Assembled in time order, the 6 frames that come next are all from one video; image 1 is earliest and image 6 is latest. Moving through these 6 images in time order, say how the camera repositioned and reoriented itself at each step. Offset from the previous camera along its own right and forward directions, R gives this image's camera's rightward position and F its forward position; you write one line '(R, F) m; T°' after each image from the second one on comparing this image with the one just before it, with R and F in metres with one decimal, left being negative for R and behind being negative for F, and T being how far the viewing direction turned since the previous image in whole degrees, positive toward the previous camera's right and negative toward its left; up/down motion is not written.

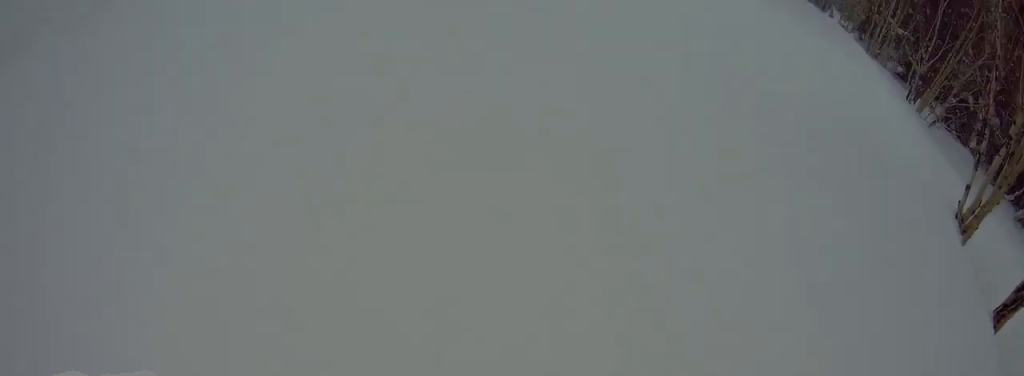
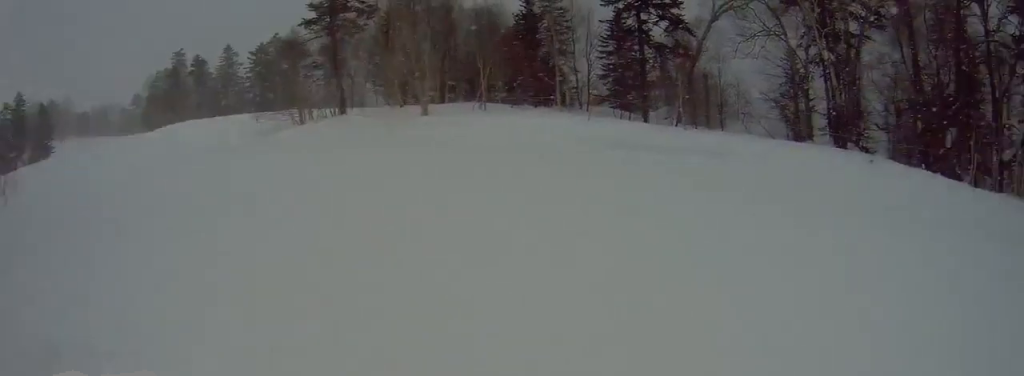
(-1.4, +8.5) m; -14°
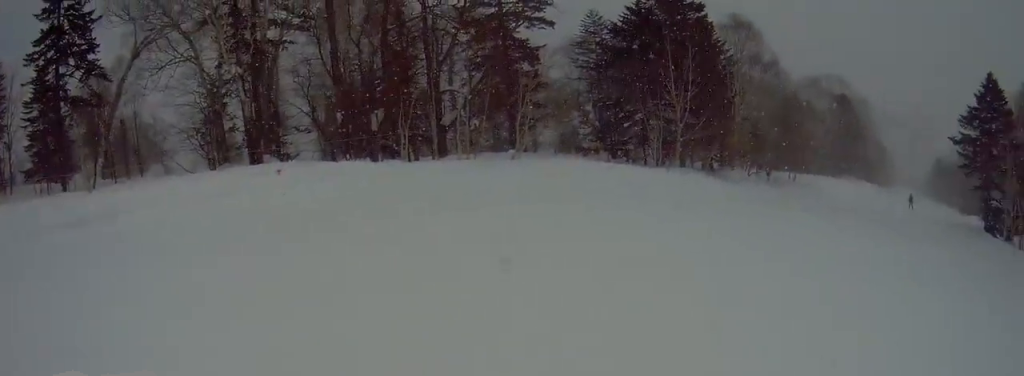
(0.0, +1.7) m; 0°
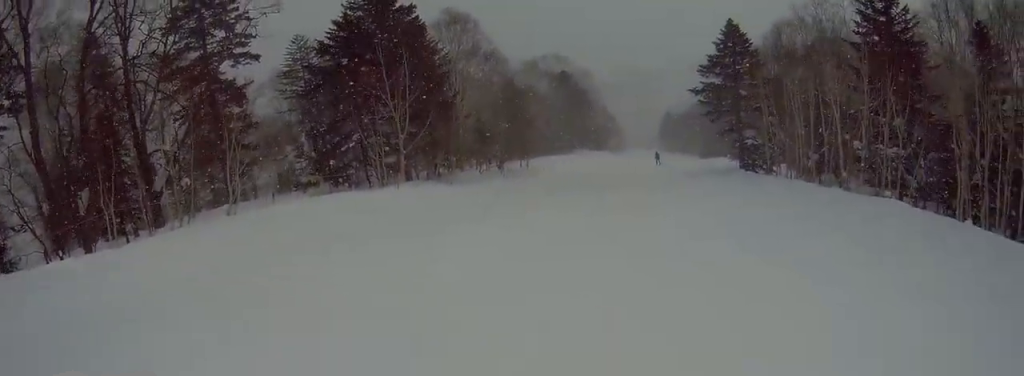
(0.0, +2.3) m; +16°
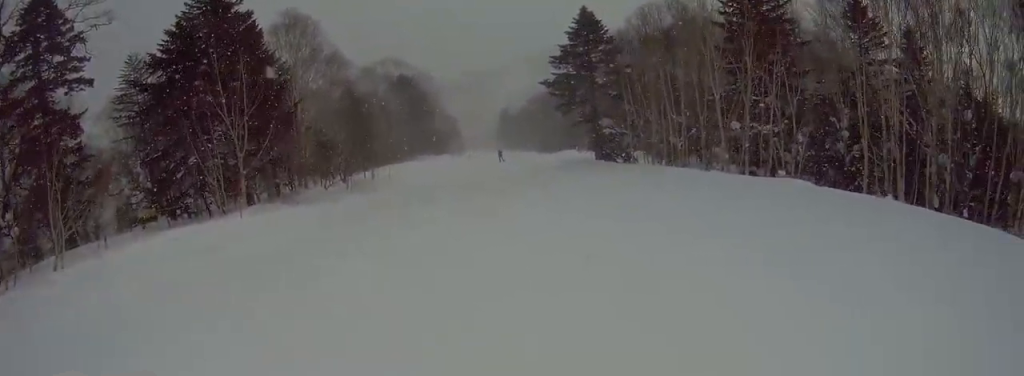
(+0.3, +2.4) m; +20°
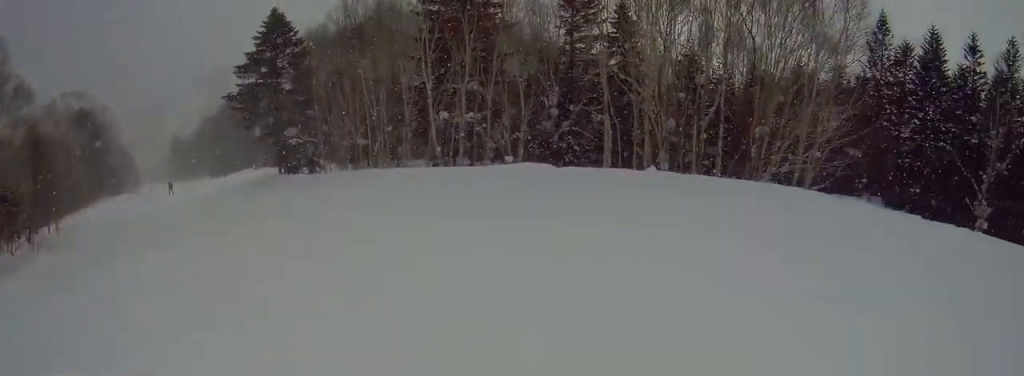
(+0.9, +2.8) m; +22°
